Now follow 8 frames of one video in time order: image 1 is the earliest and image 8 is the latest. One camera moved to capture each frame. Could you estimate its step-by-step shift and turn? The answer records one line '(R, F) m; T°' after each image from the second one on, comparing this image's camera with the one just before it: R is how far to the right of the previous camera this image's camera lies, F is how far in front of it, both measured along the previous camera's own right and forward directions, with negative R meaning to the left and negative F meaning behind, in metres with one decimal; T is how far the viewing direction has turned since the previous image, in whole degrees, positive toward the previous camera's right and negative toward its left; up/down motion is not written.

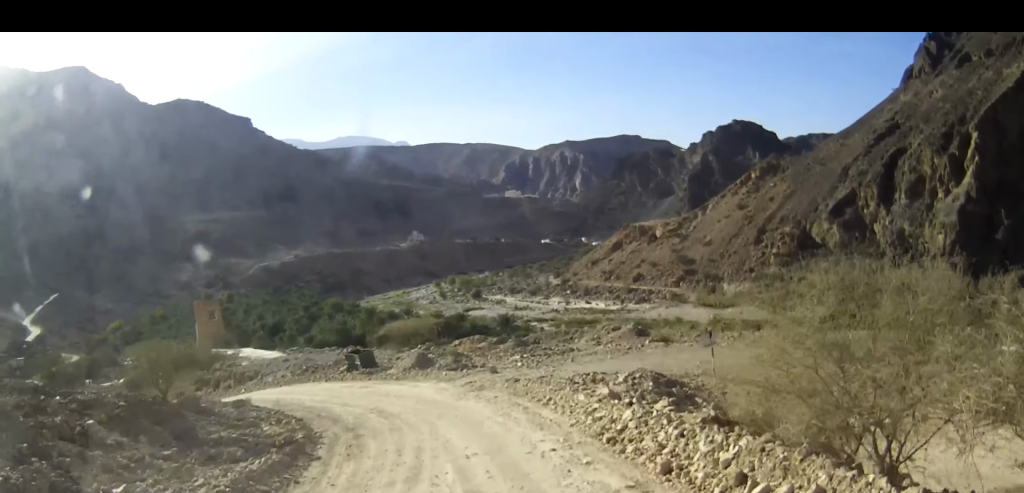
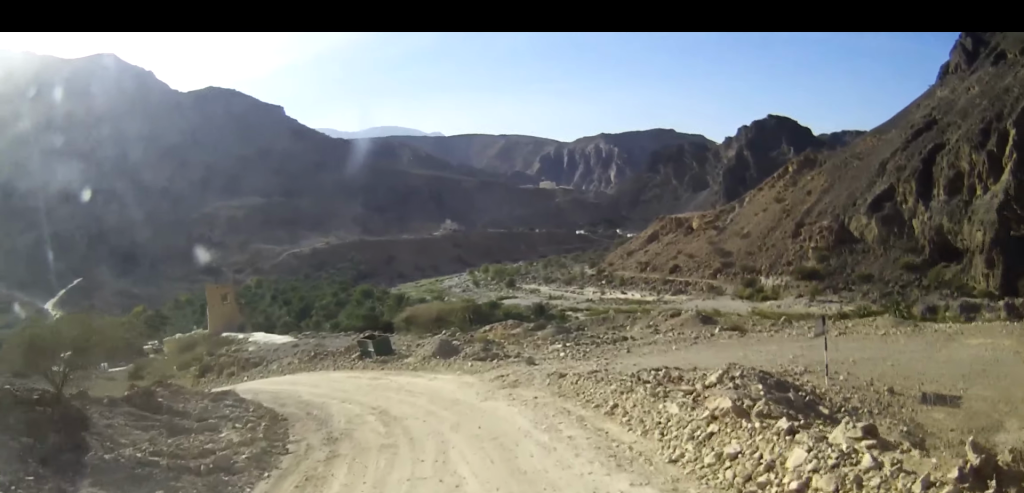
(0.0, +4.5) m; -2°
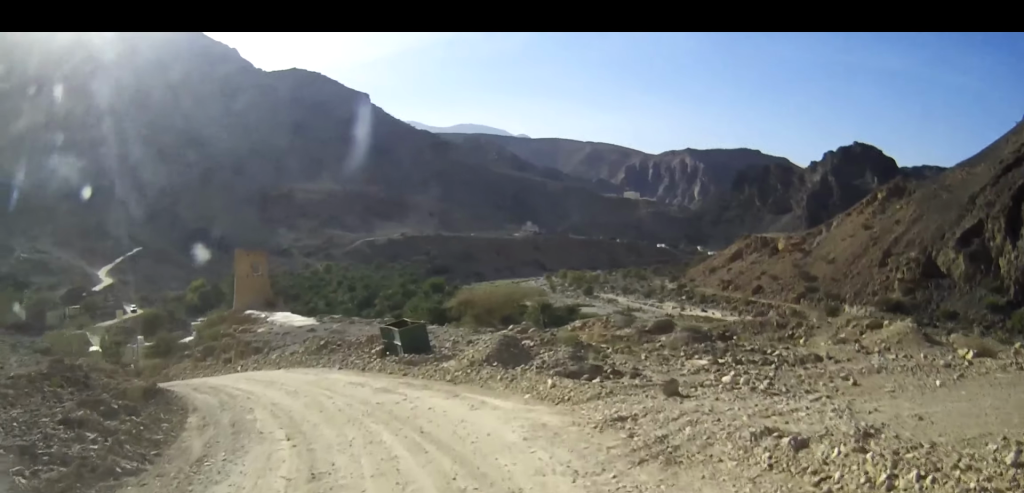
(-1.2, +11.4) m; -10°
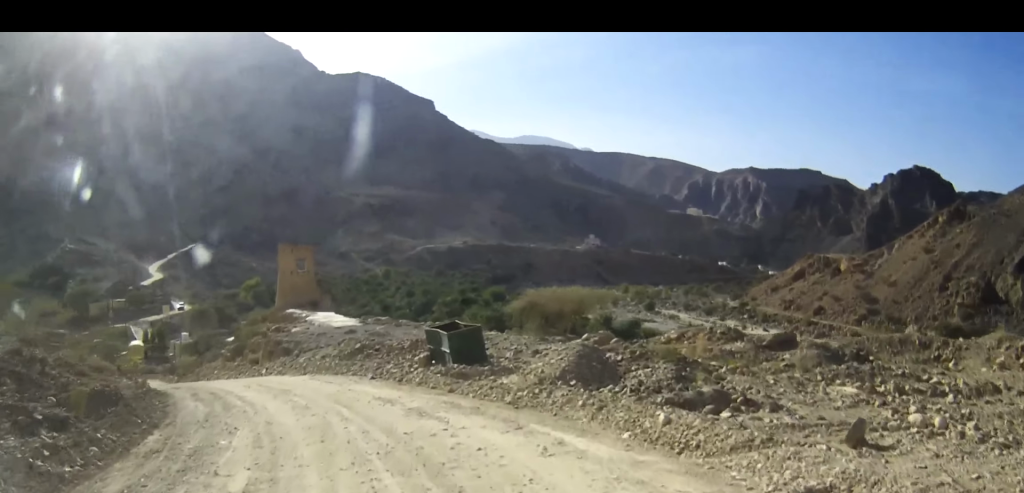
(-0.1, +4.9) m; -4°
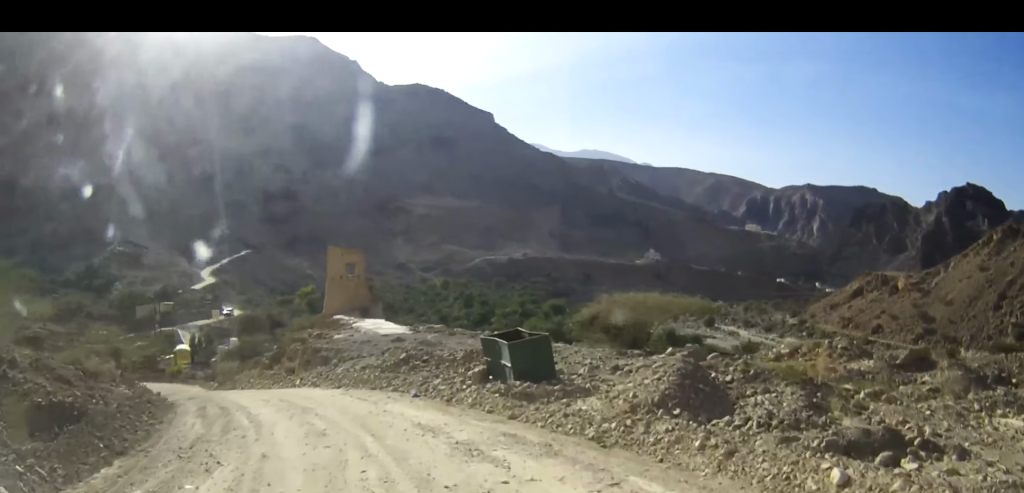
(-0.1, +3.7) m; -5°
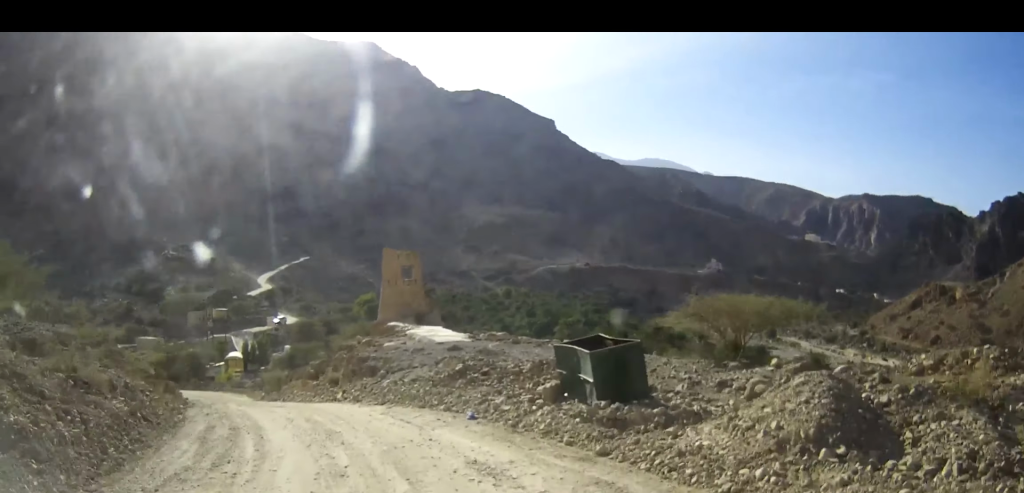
(-0.2, +3.1) m; -5°
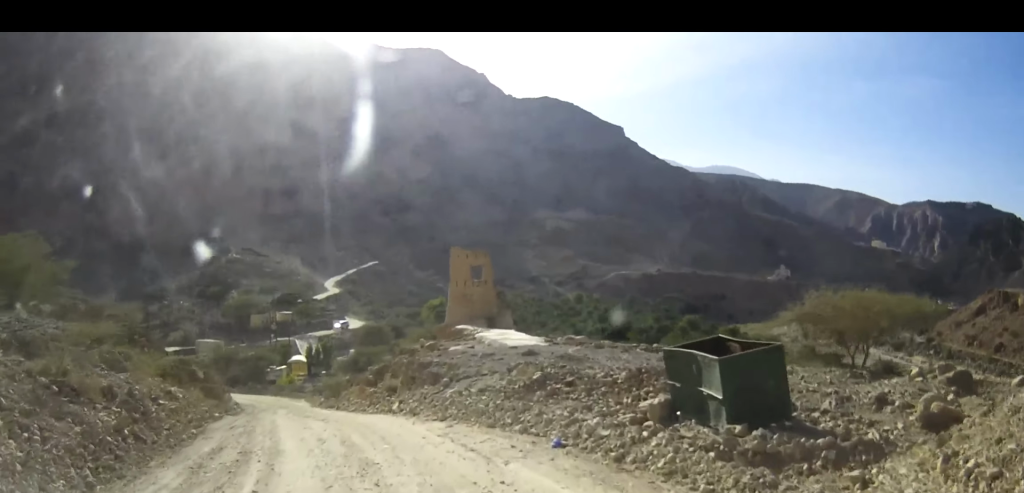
(-0.2, +3.2) m; -6°
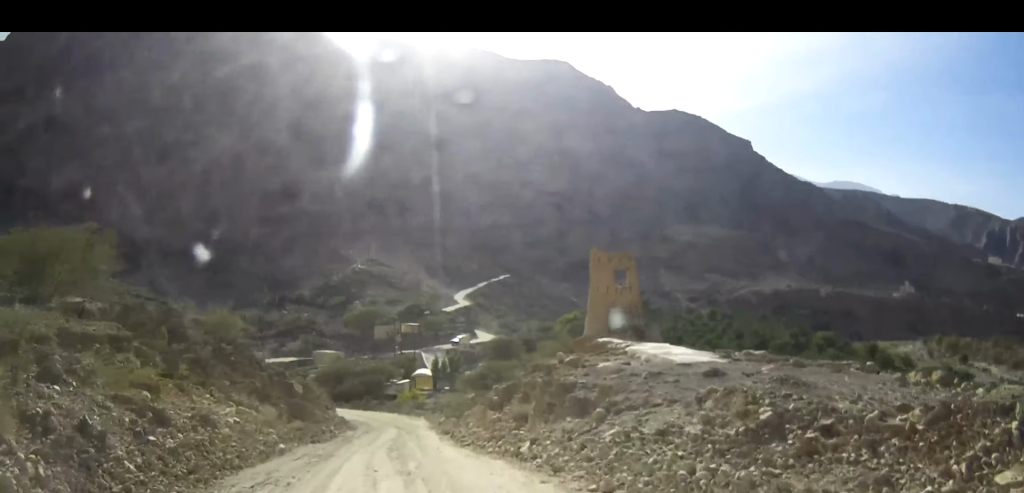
(-0.5, +5.9) m; -10°
